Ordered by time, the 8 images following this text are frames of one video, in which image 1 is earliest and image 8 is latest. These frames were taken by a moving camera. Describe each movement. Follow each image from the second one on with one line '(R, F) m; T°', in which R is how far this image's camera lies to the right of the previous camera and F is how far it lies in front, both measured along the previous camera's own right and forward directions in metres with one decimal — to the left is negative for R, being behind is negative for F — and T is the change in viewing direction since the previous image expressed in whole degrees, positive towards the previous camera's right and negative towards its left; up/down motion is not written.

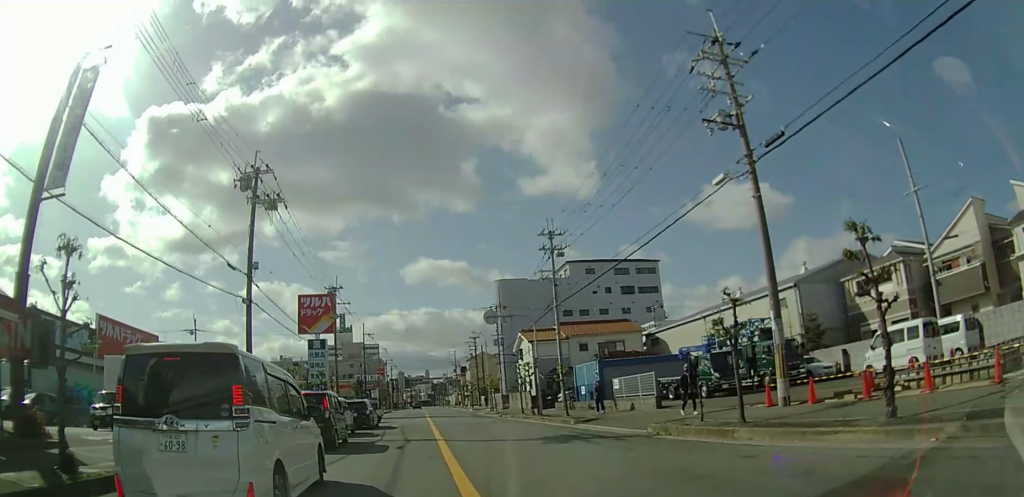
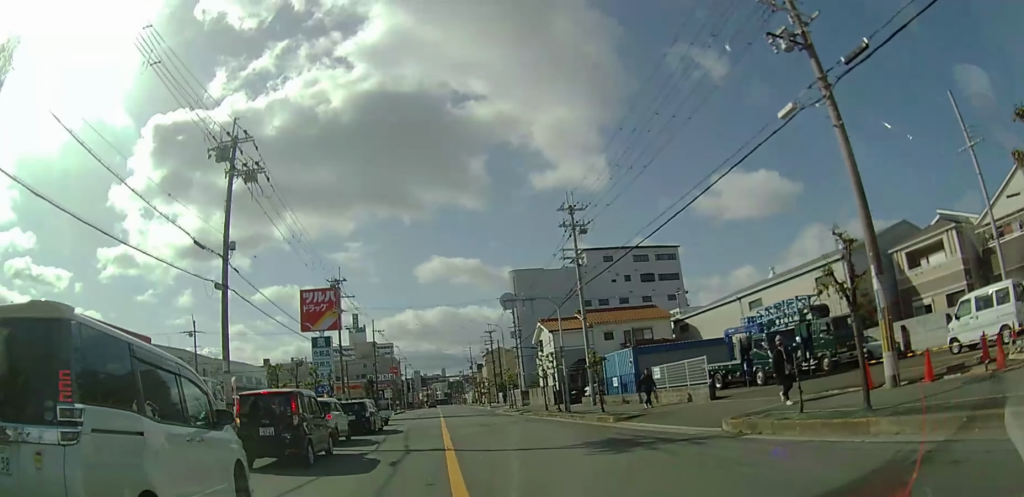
(-0.1, +4.0) m; -1°
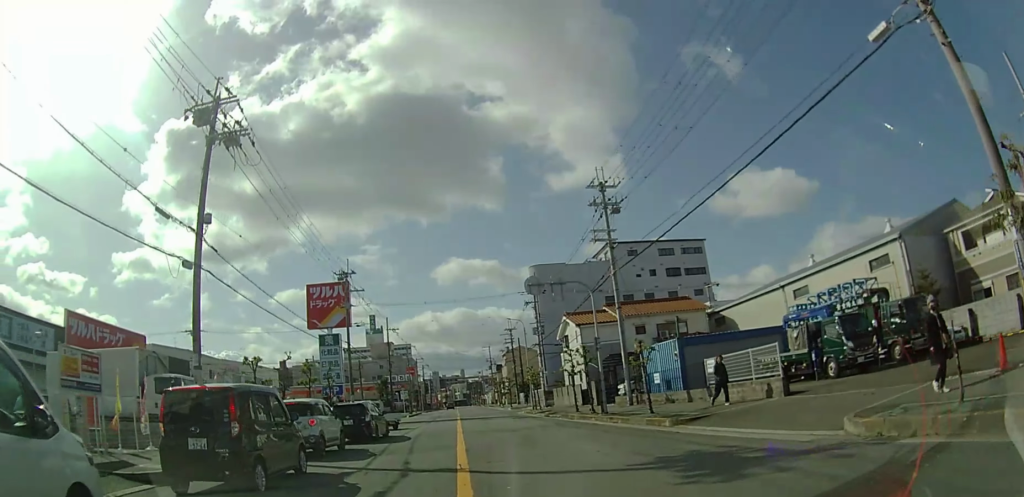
(0.0, +3.4) m; 0°
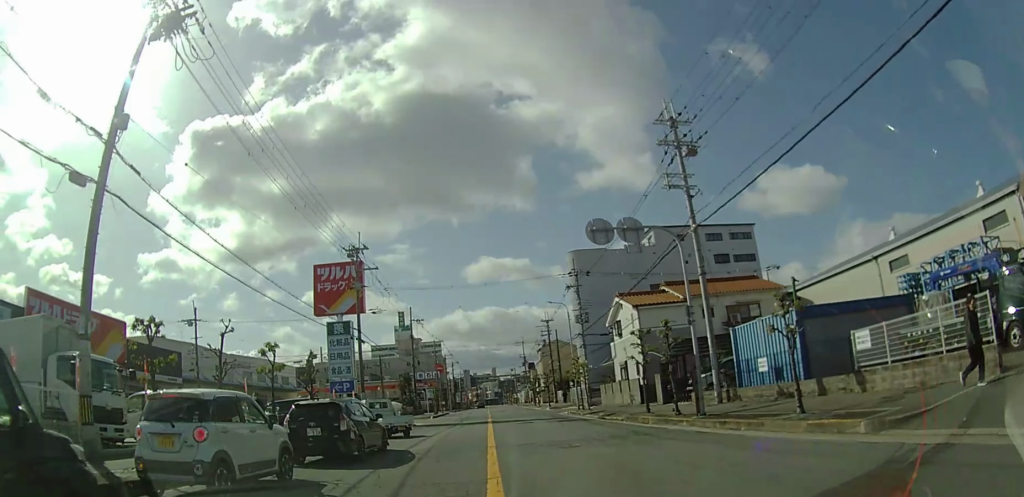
(0.0, +6.8) m; -2°
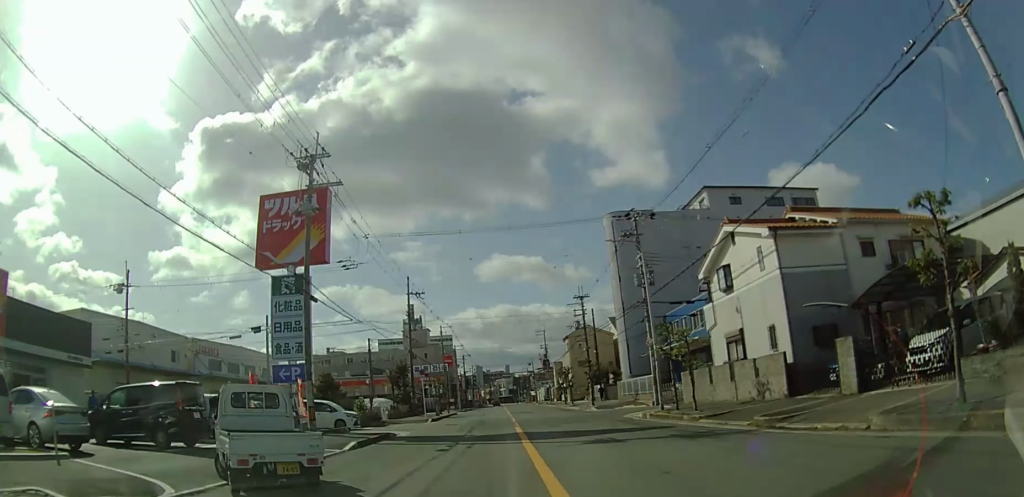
(-0.1, +14.8) m; +1°
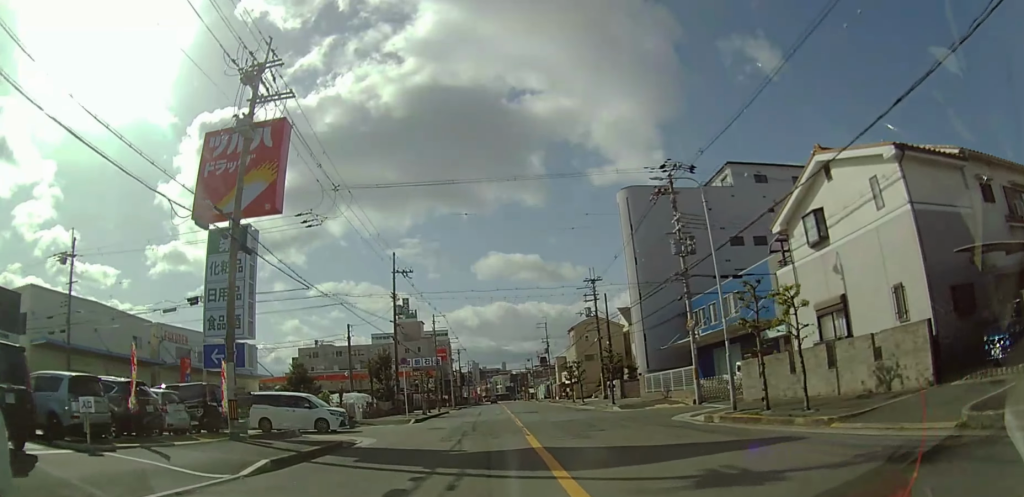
(+0.1, +7.5) m; 0°
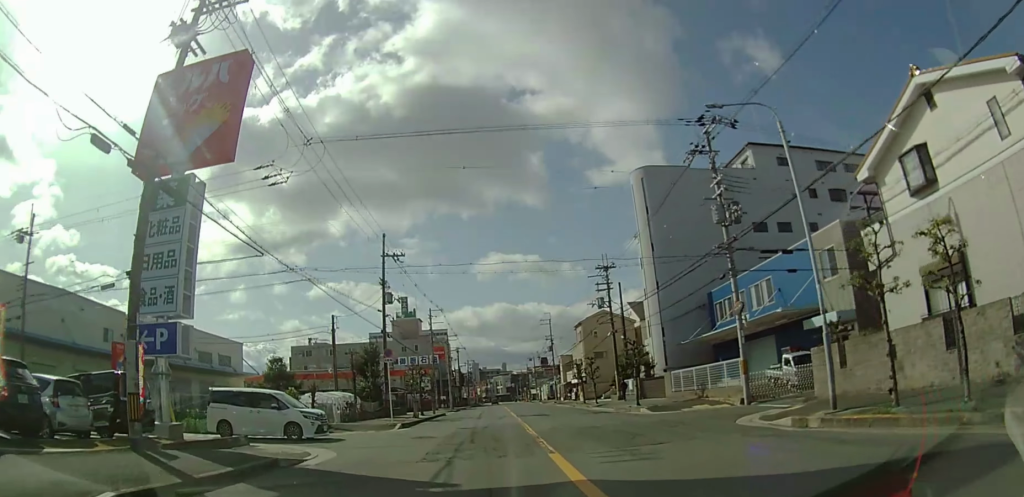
(0.0, +5.3) m; 0°
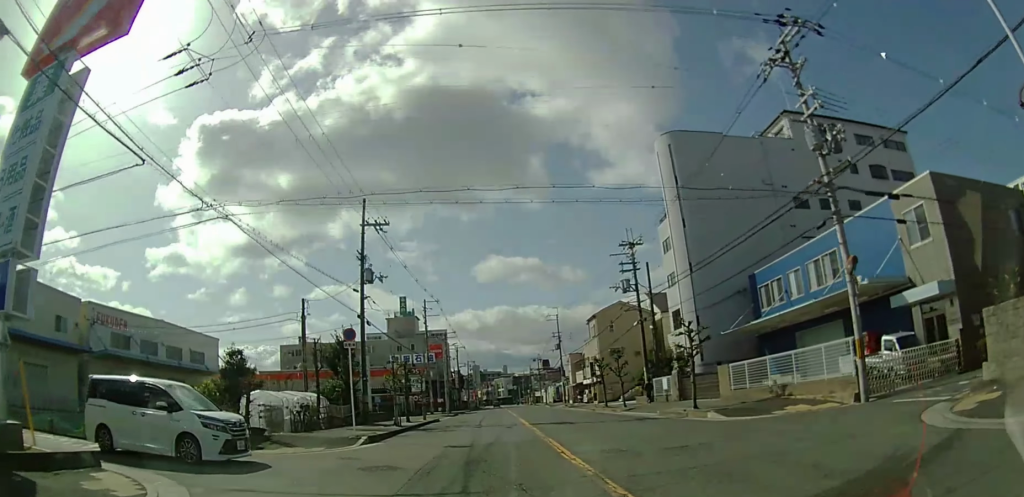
(0.0, +7.9) m; 0°
